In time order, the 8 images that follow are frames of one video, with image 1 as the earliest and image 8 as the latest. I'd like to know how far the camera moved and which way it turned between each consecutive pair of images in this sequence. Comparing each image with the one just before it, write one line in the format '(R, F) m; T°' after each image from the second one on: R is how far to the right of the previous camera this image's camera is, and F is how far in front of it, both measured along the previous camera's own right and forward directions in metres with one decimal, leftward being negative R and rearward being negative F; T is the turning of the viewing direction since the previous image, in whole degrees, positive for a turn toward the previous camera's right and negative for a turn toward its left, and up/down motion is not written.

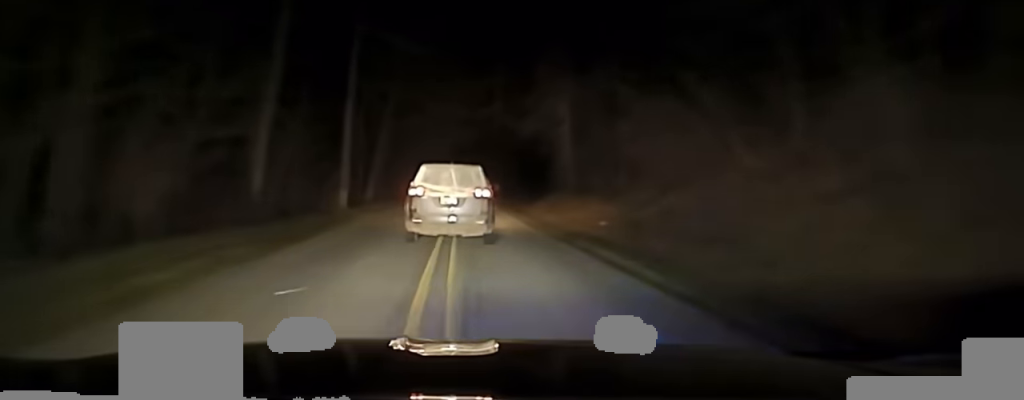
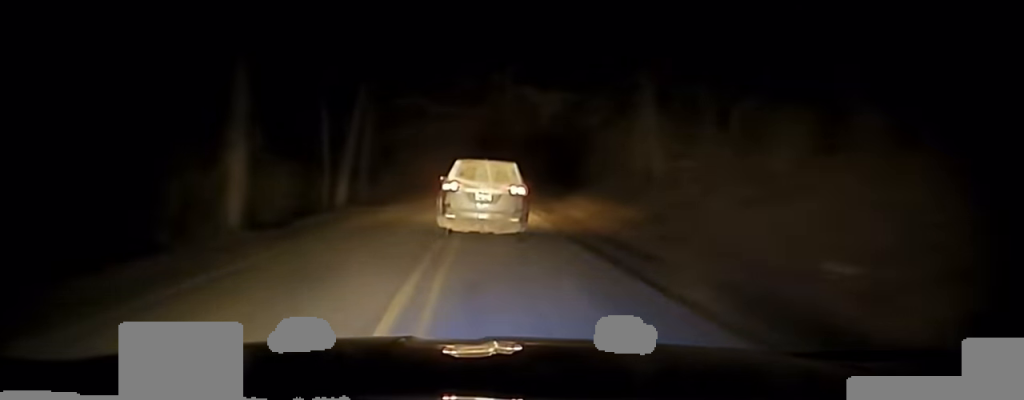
(-0.5, +17.8) m; -1°
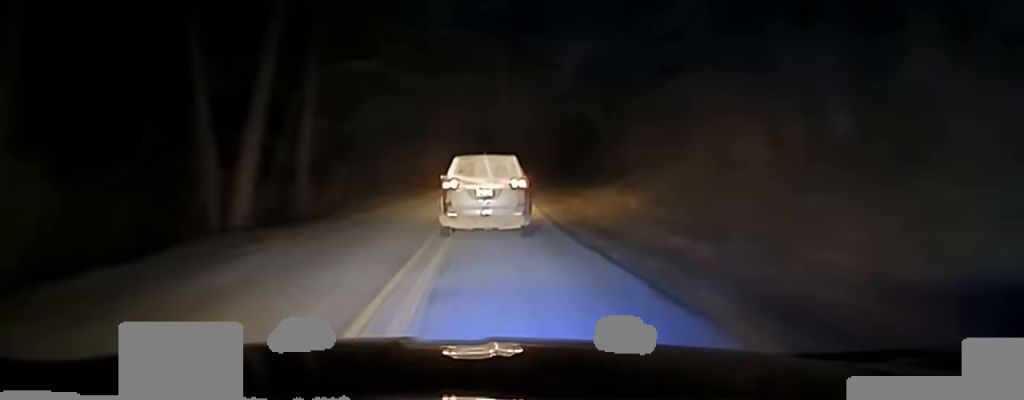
(+0.1, +17.4) m; +1°
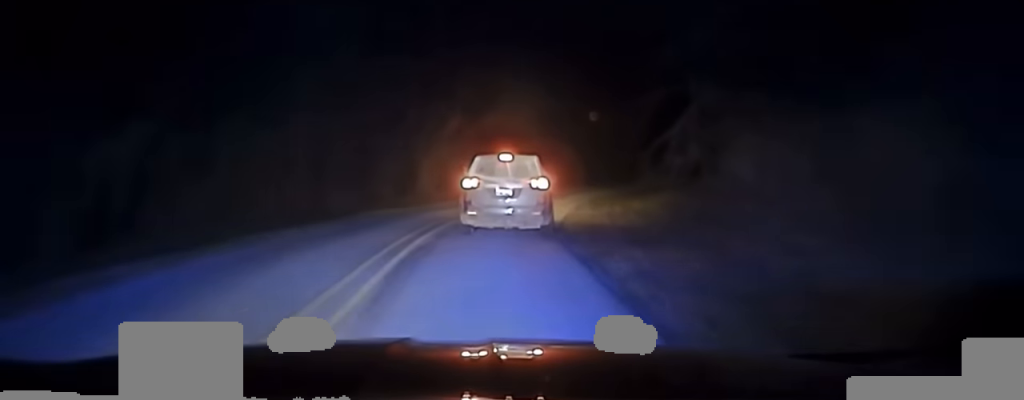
(+1.1, +43.1) m; +7°
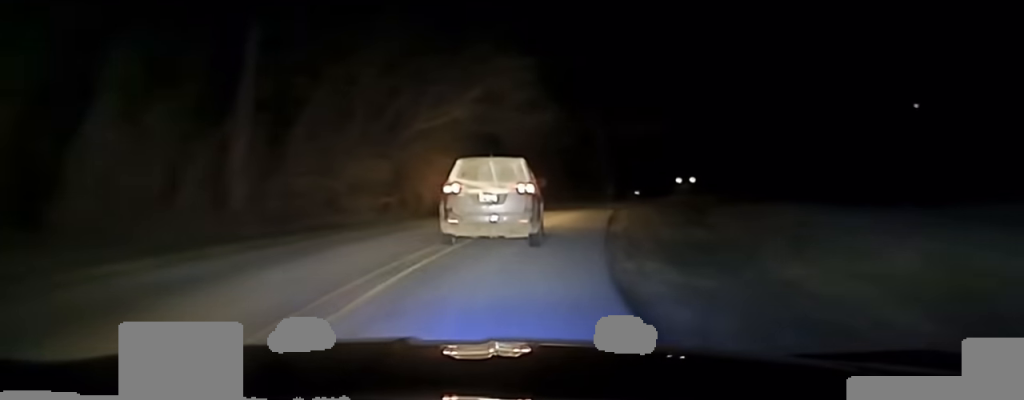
(+8.6, +62.3) m; +16°
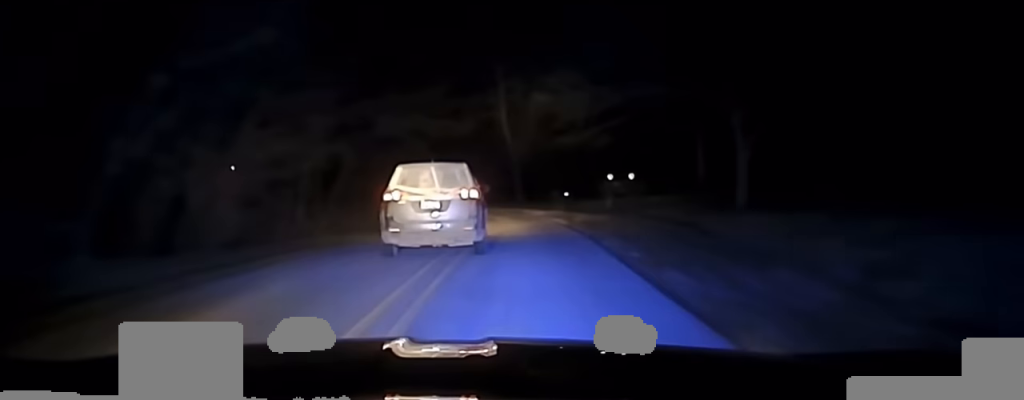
(+2.4, +23.5) m; +7°
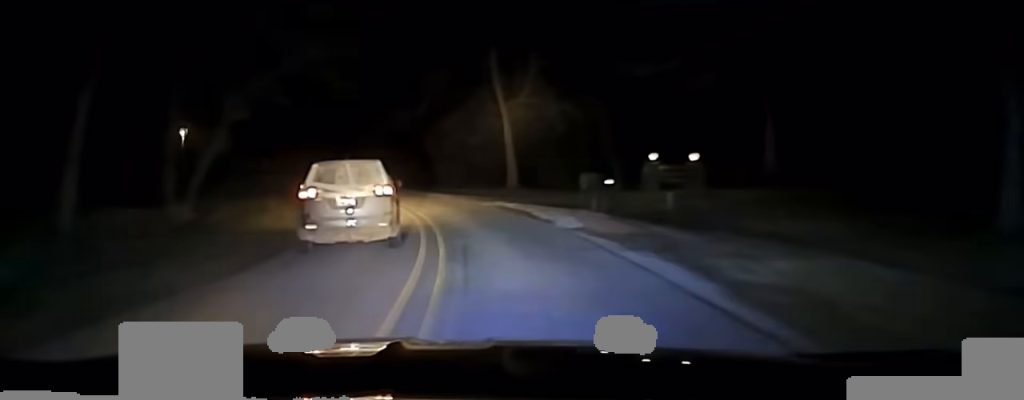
(+1.5, +26.4) m; +1°
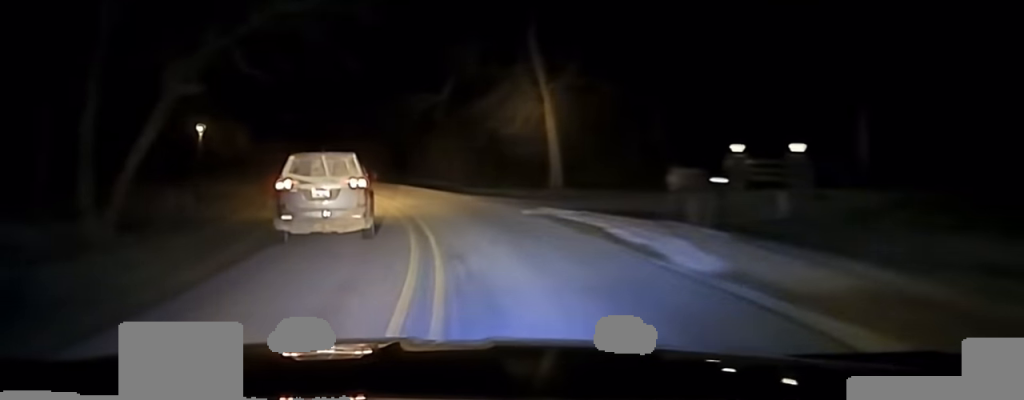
(+0.3, +11.5) m; -2°
